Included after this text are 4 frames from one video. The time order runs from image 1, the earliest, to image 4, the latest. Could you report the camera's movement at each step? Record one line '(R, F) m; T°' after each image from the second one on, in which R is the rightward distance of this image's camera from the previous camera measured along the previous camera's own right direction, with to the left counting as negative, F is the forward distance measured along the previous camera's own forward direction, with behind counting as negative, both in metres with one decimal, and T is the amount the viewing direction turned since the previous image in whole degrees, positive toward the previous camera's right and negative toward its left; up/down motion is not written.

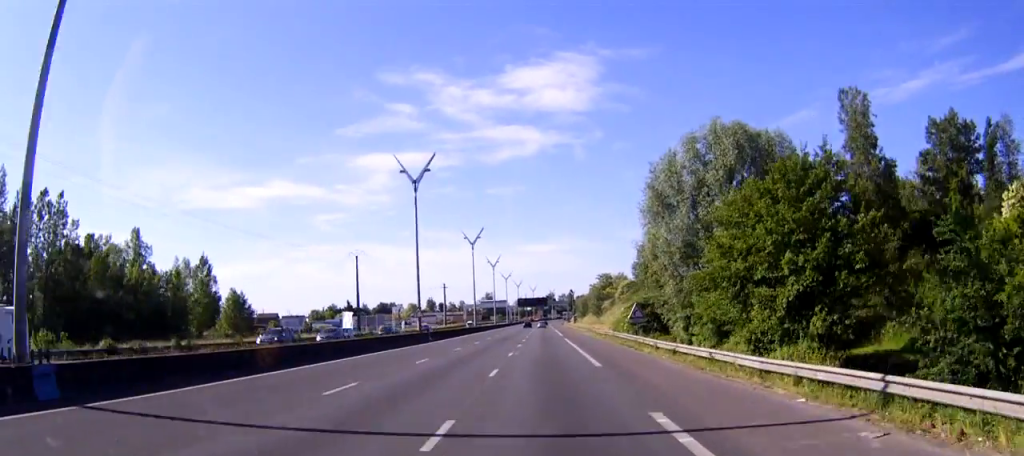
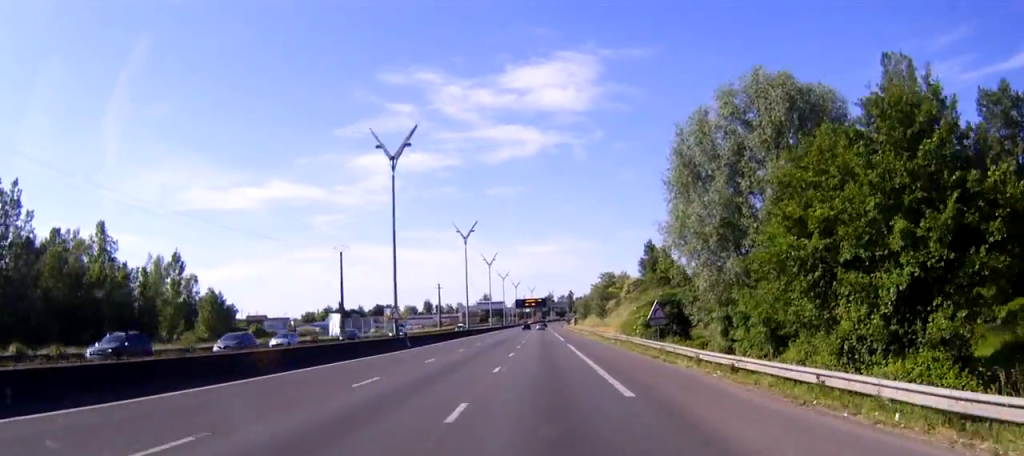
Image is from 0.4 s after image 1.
(0.0, +9.9) m; 0°
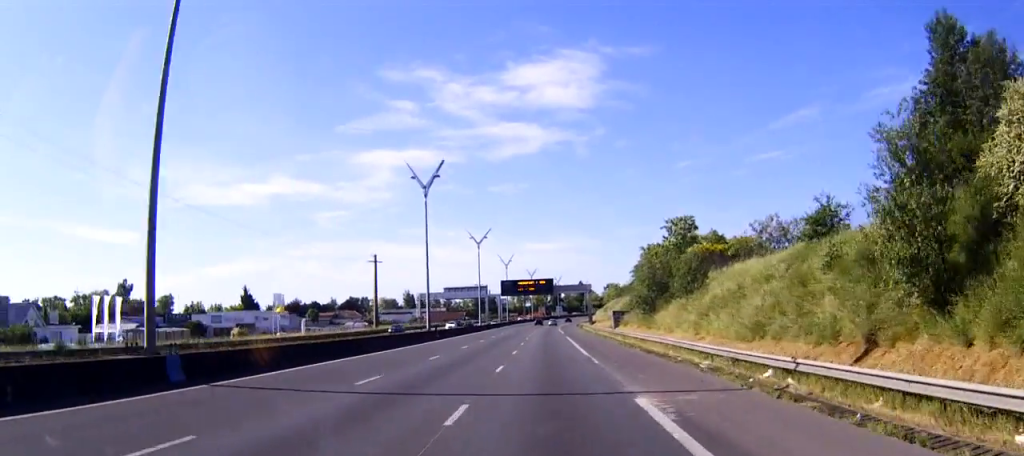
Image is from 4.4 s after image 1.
(-0.3, +91.1) m; 0°
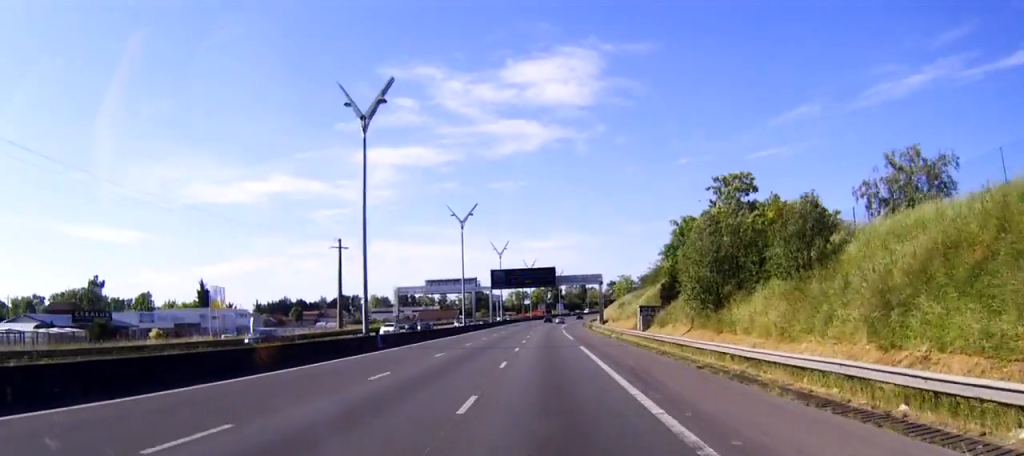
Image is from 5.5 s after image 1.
(+0.1, +24.5) m; 0°
